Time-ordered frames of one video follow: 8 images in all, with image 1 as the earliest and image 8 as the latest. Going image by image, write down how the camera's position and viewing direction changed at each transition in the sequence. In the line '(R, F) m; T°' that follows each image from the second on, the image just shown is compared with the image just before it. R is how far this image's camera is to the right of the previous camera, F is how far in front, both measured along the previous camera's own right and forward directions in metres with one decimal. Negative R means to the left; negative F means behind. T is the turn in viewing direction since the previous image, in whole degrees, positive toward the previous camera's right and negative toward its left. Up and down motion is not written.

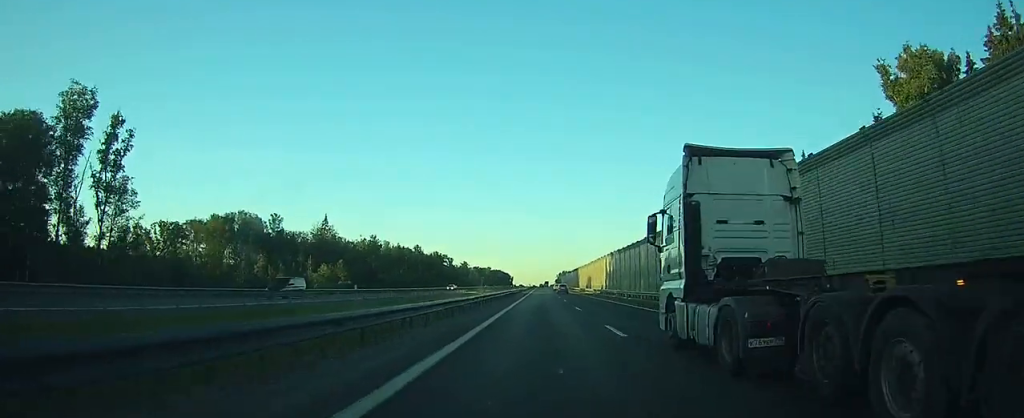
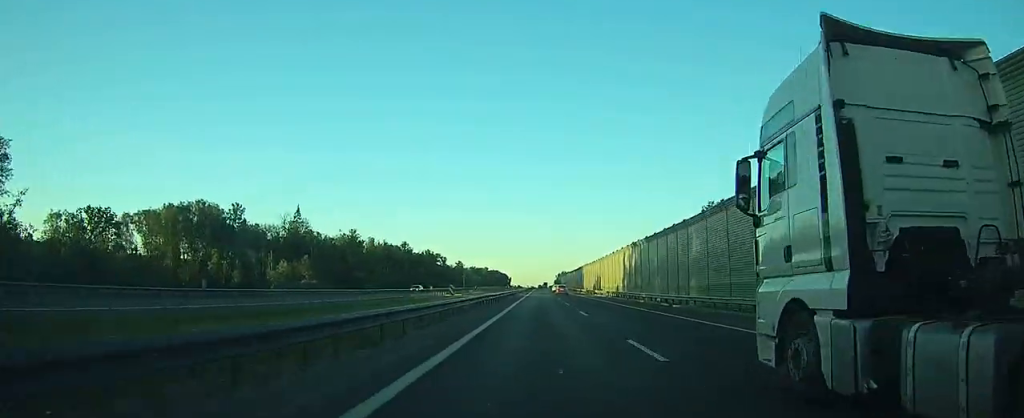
(0.0, +20.7) m; 0°
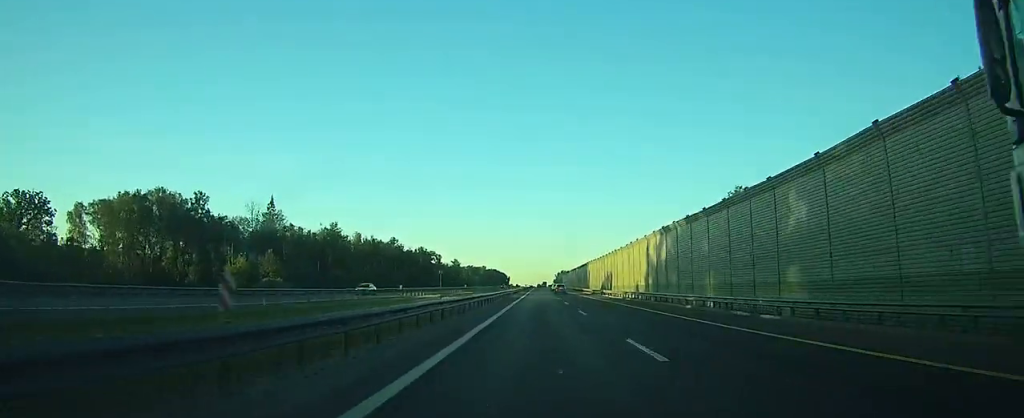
(0.0, +16.1) m; 0°
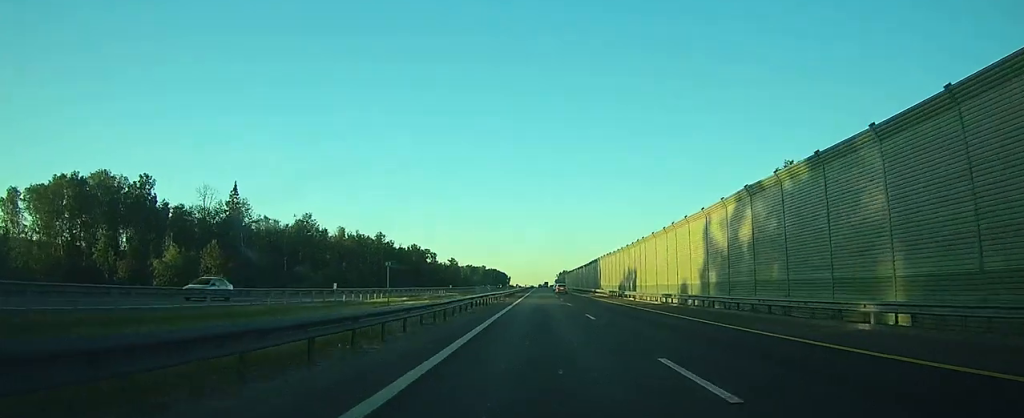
(+0.1, +19.6) m; 0°
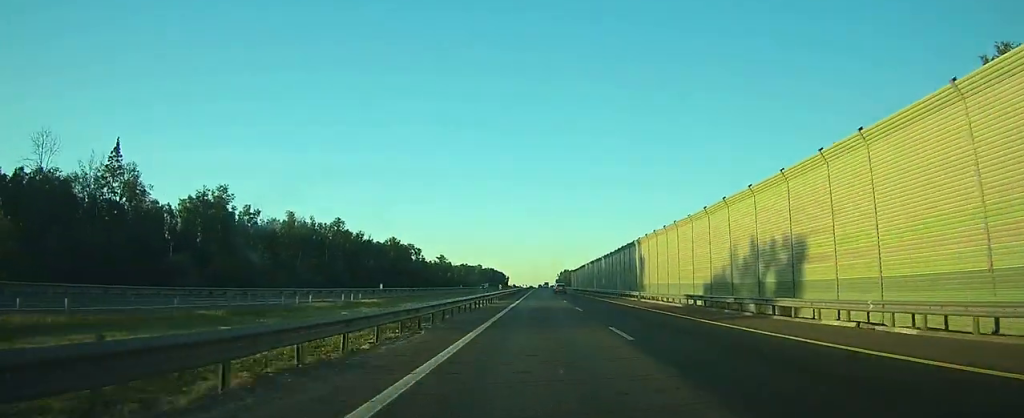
(0.0, +40.4) m; 0°
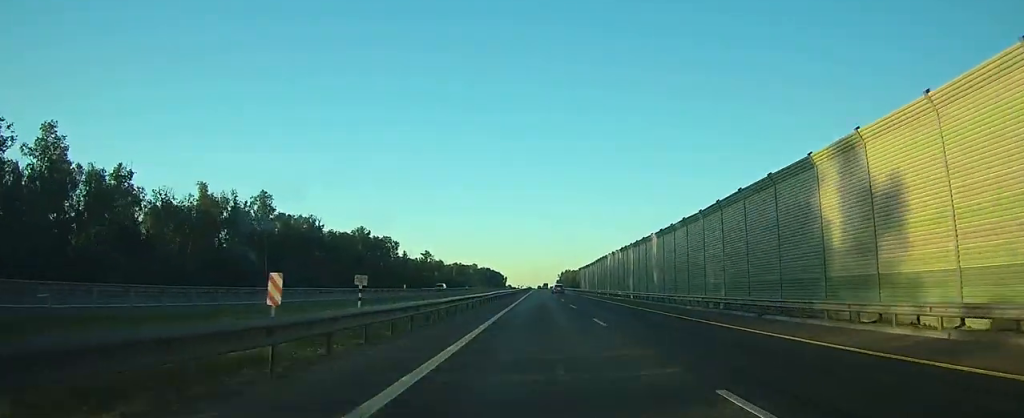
(-0.1, +42.8) m; 0°
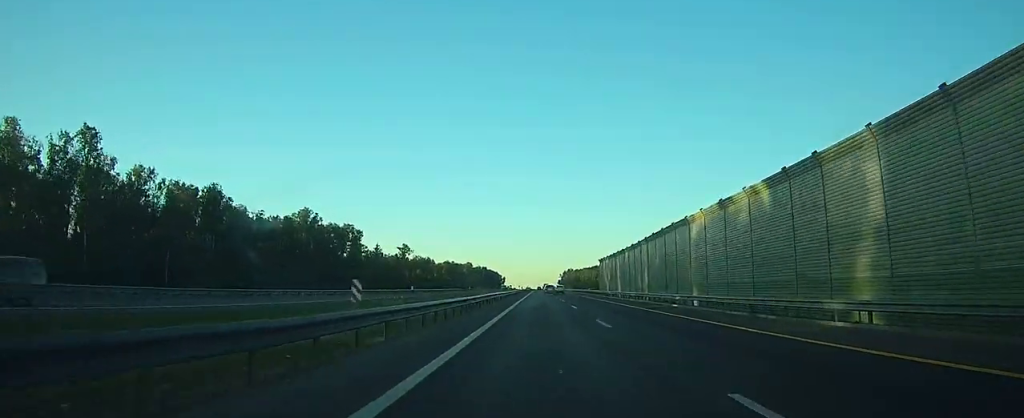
(+0.2, +48.7) m; 0°
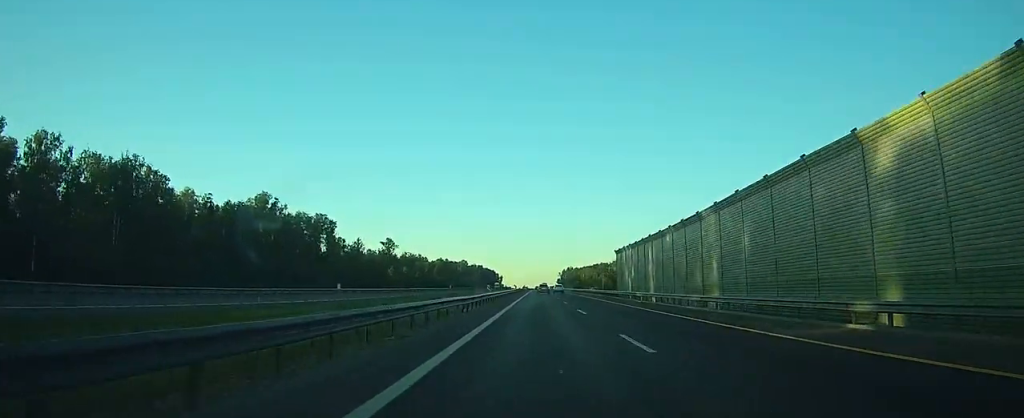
(0.0, +23.2) m; 0°
